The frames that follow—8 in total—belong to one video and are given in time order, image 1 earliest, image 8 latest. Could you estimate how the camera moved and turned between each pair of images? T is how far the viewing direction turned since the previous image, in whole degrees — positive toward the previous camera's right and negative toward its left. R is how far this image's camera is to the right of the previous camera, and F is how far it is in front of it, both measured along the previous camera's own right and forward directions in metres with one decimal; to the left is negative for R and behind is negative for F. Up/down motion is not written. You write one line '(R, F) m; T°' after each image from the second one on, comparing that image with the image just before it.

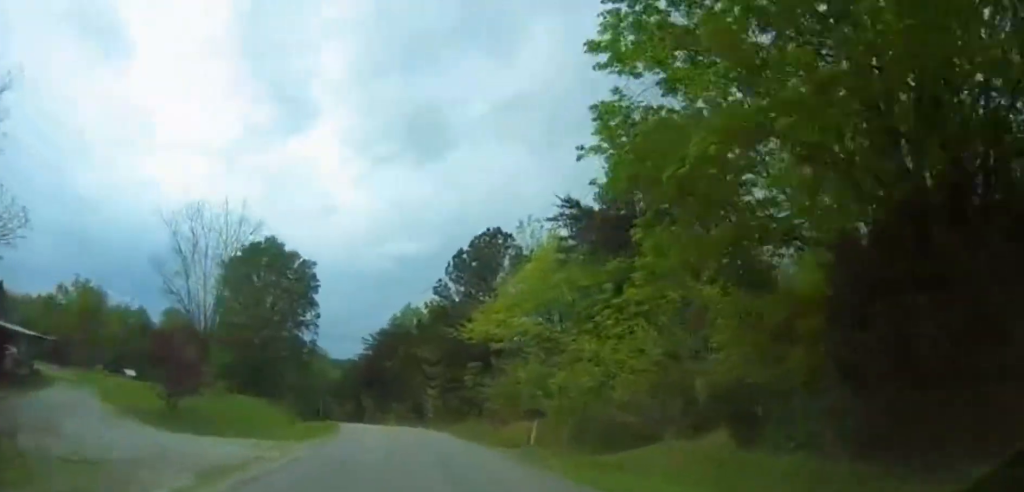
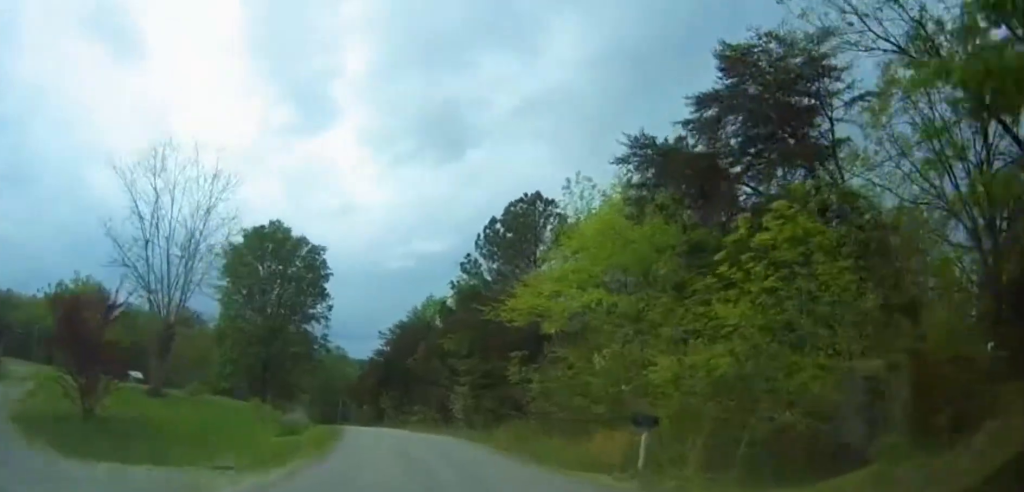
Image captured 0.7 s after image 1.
(-0.2, +7.7) m; -1°
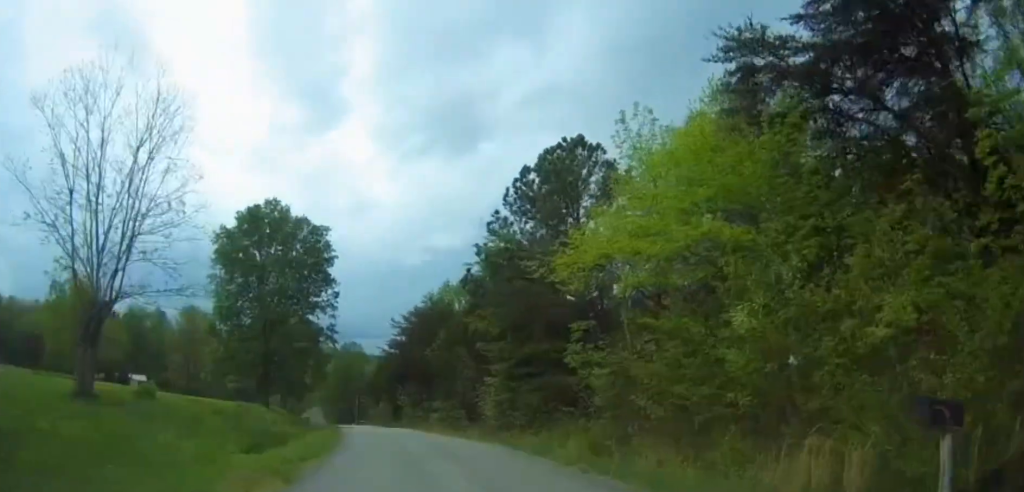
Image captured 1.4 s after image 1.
(+0.1, +7.4) m; -1°
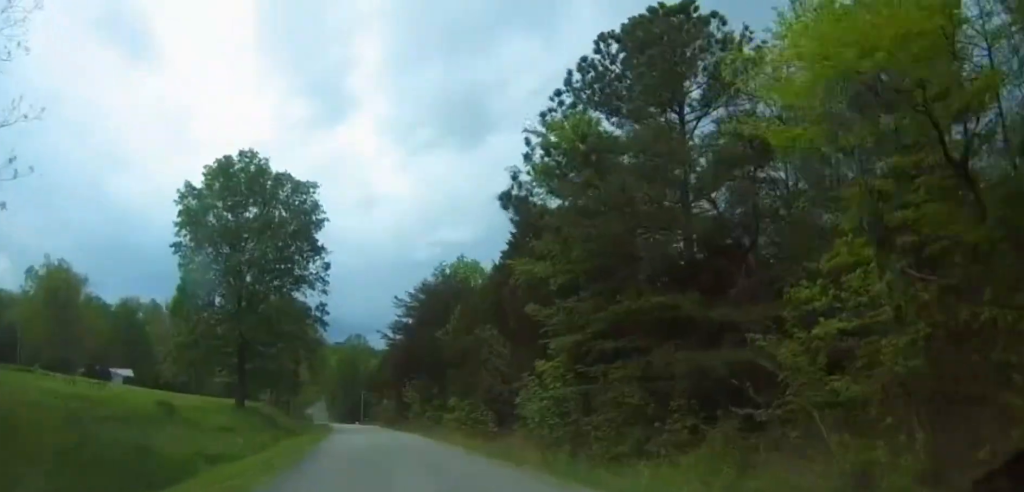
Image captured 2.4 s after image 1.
(-0.3, +11.4) m; -4°
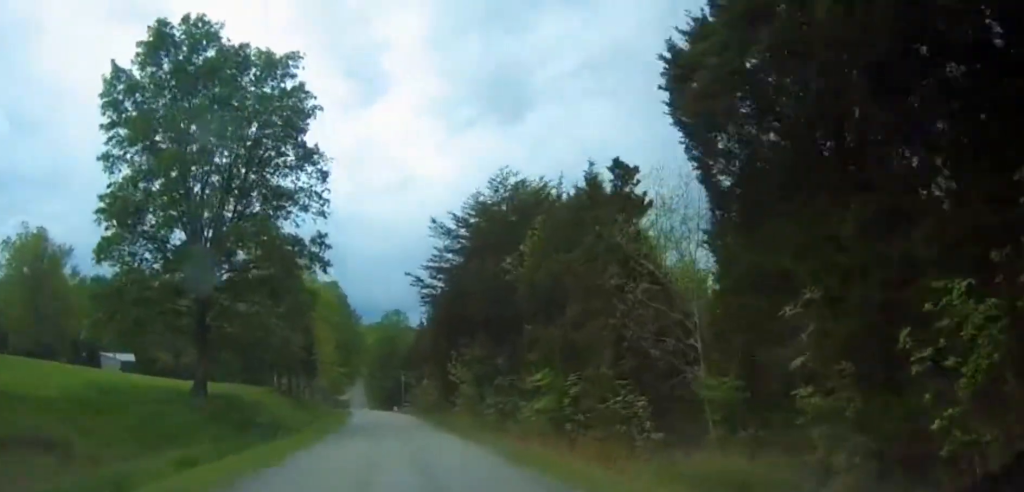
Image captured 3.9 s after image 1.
(-0.7, +17.3) m; -3°
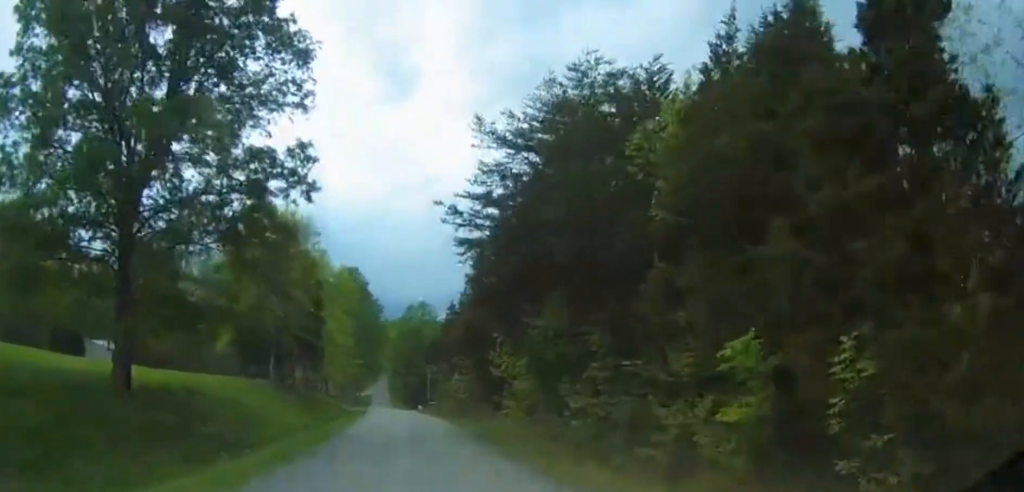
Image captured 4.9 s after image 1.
(0.0, +11.9) m; -1°
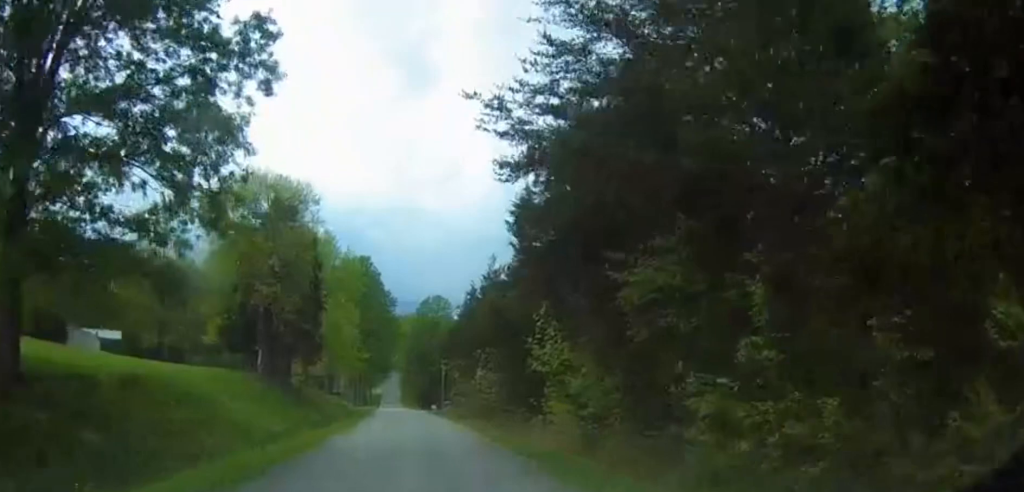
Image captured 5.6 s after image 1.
(-0.2, +7.7) m; -1°
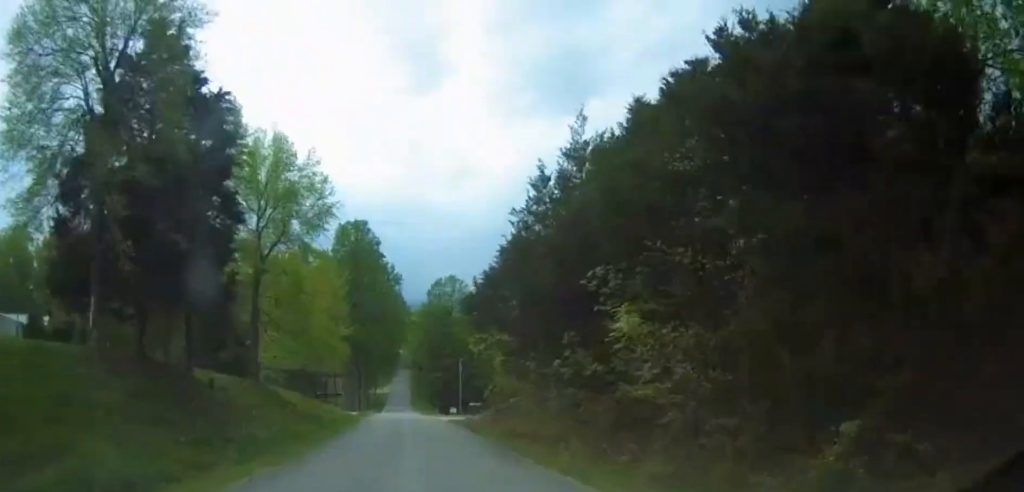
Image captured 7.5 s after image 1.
(-0.8, +24.3) m; -4°
